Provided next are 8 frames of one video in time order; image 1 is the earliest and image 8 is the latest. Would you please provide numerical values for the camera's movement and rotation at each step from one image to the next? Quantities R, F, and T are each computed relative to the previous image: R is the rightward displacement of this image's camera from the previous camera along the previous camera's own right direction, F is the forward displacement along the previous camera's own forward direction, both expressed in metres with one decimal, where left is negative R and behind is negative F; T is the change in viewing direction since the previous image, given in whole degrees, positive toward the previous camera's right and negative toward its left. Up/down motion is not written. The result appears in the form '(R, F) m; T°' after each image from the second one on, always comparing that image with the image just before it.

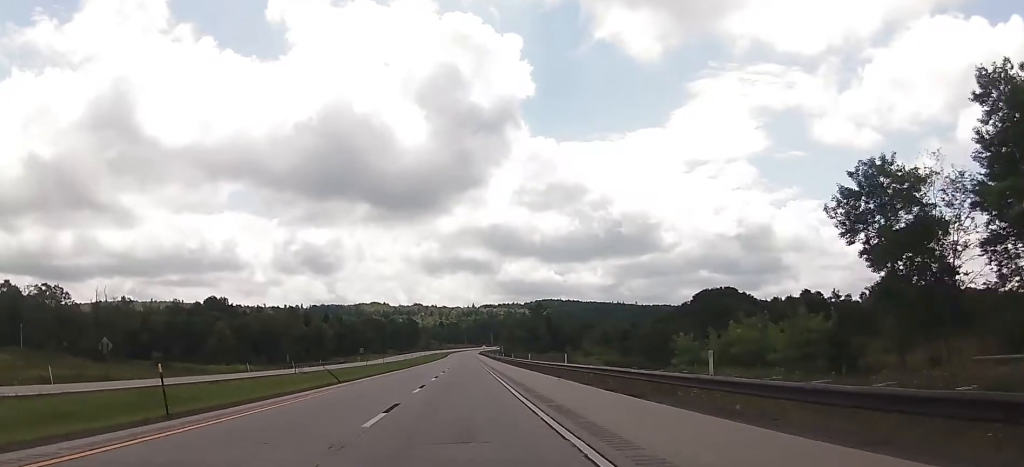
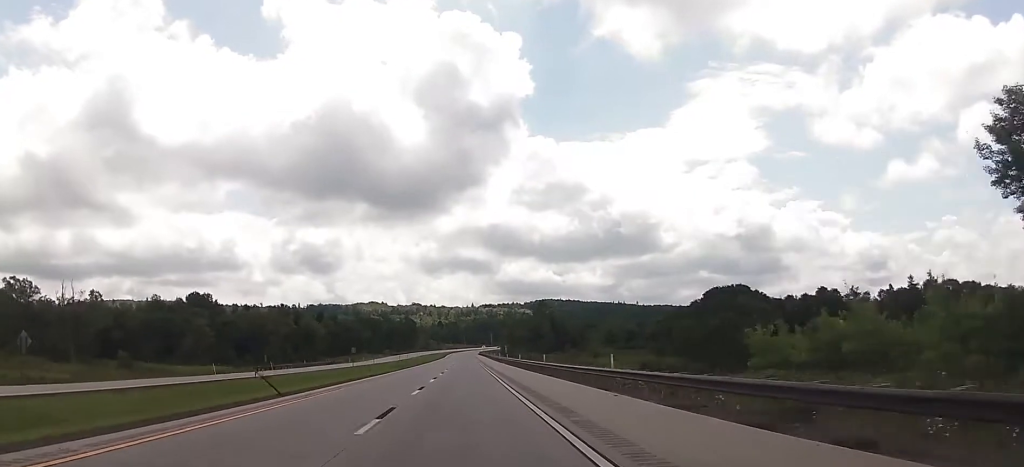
(-0.2, +13.2) m; 0°
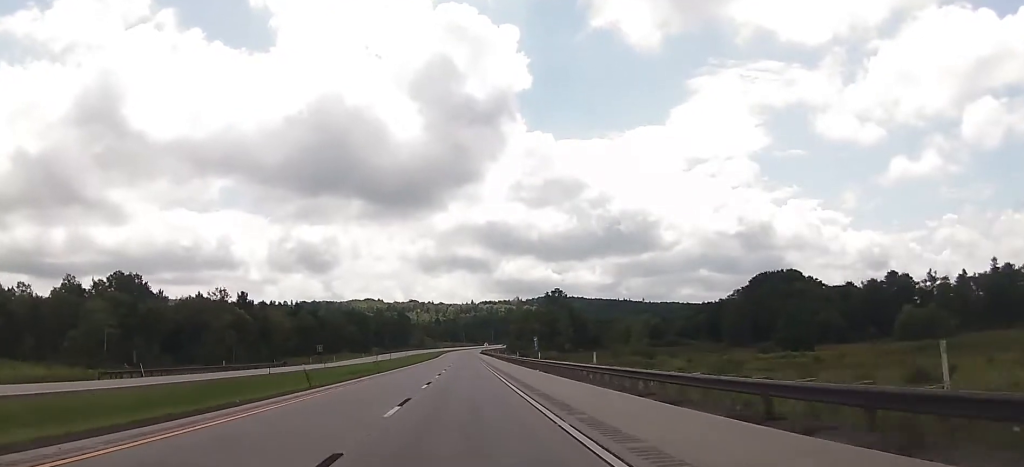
(+0.2, +45.2) m; 0°
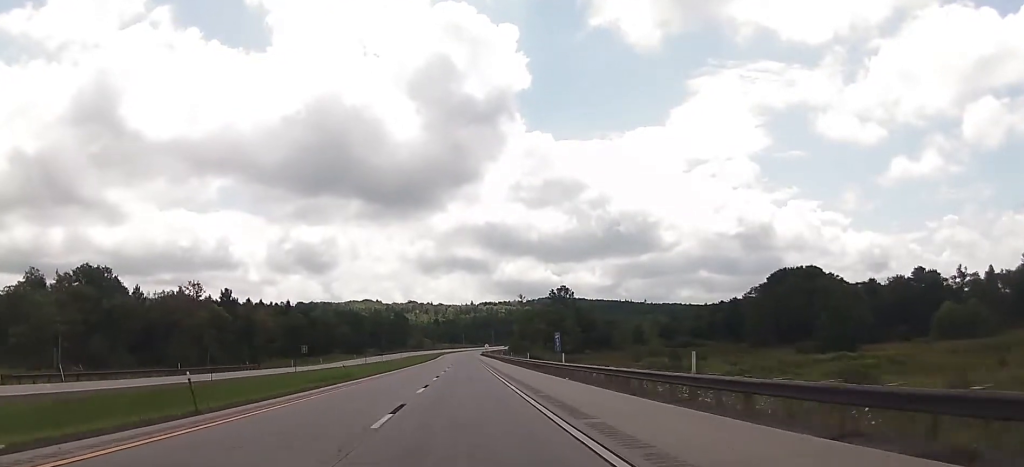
(-0.1, +14.3) m; 0°
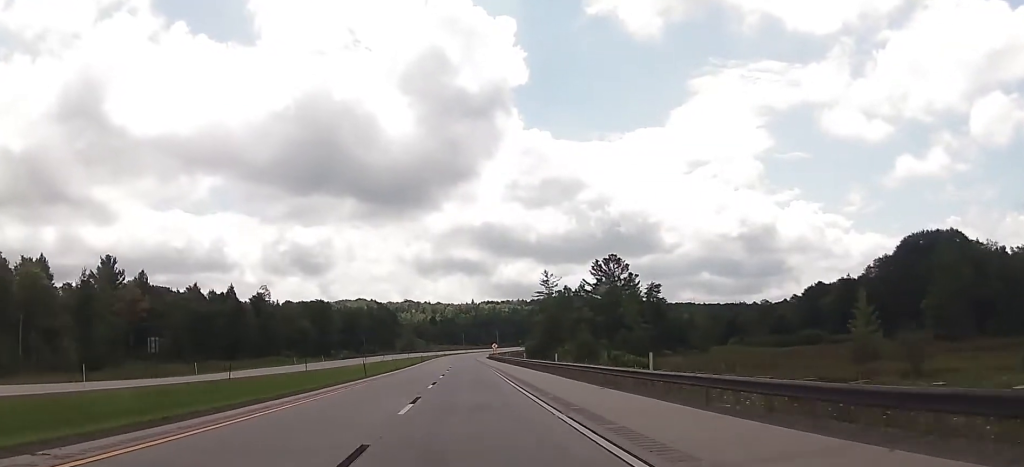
(-0.1, +69.4) m; 0°
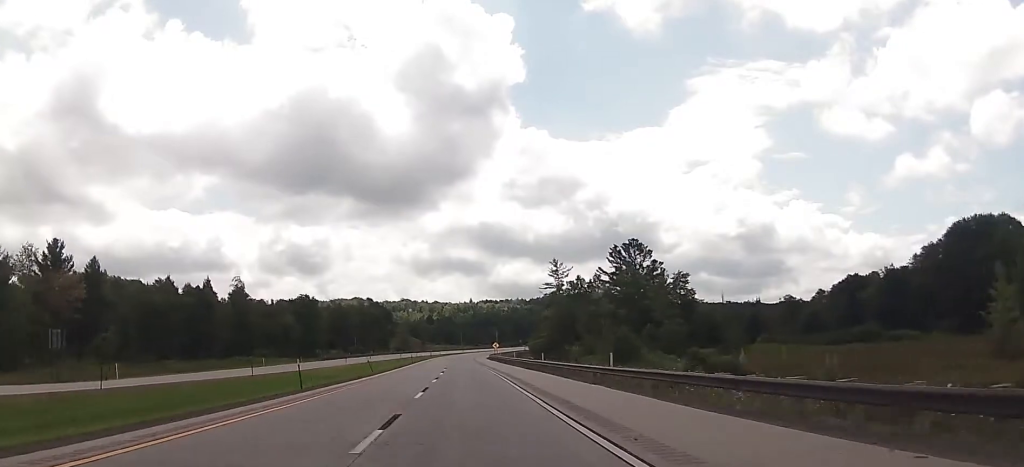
(+0.2, +18.7) m; 0°
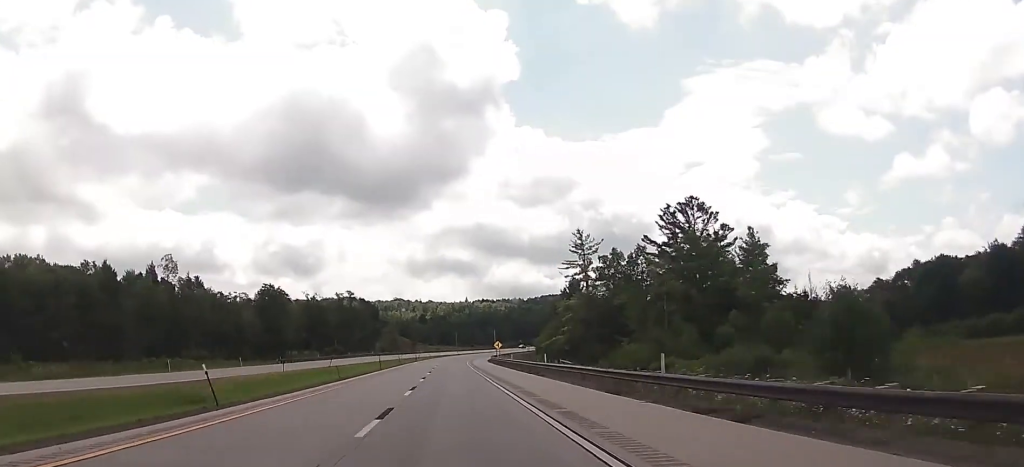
(-0.4, +34.2) m; 0°
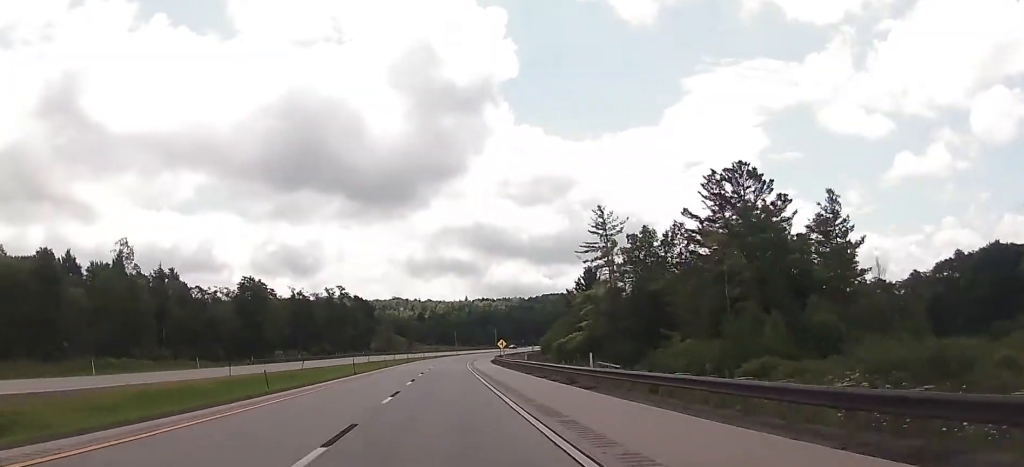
(+0.2, +16.5) m; 0°
